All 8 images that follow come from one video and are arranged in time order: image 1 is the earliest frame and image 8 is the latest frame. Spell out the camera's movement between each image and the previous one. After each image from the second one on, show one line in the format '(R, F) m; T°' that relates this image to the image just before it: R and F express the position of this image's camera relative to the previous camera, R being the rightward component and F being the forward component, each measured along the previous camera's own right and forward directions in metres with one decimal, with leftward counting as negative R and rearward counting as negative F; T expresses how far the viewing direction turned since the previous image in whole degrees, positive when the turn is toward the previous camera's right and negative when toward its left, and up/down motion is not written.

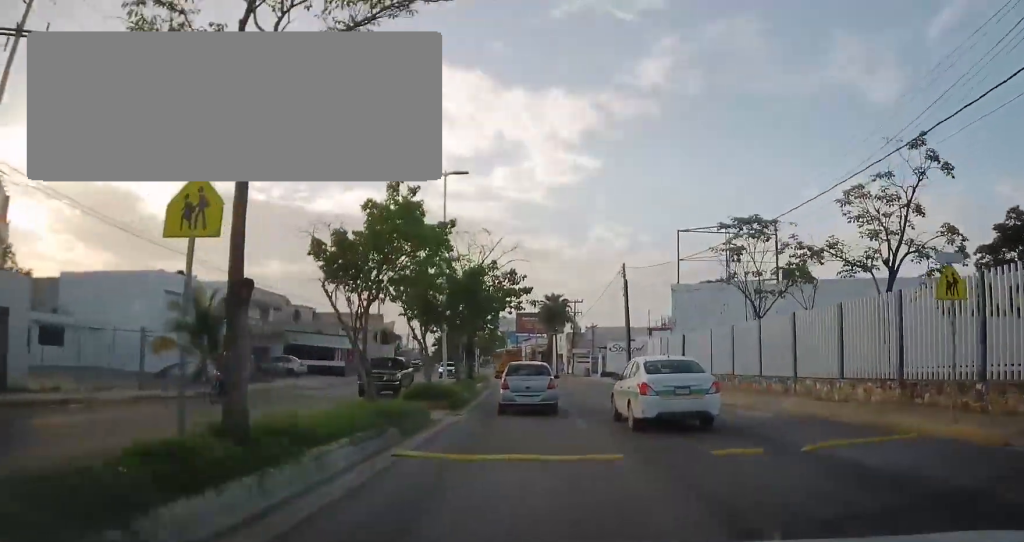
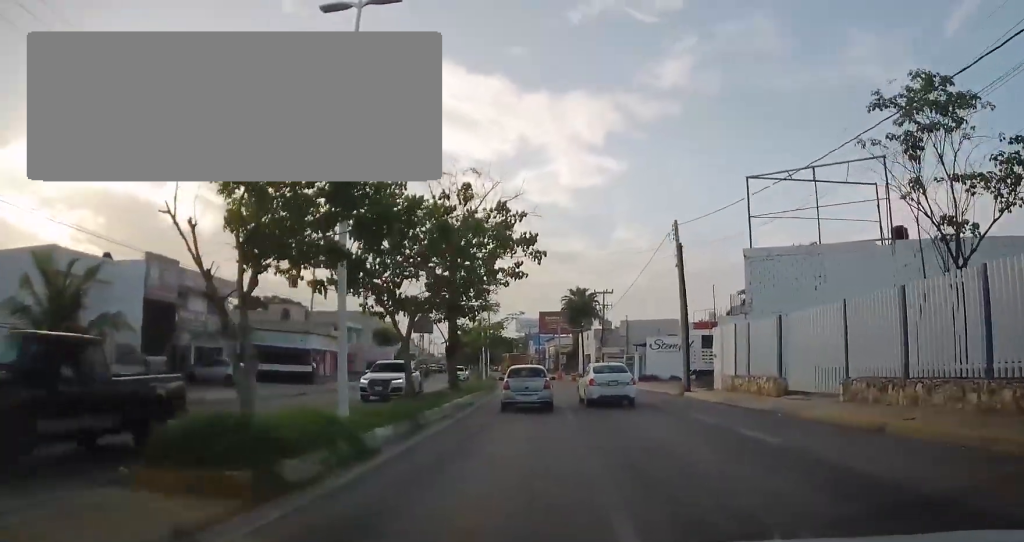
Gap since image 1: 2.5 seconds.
(0.0, +12.4) m; -4°
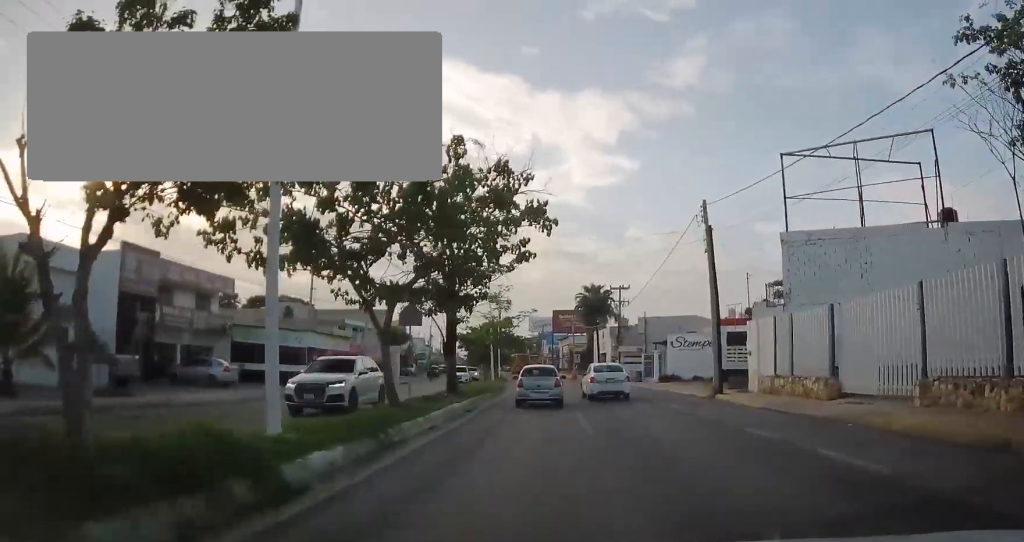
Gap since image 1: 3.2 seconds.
(-0.1, +2.9) m; -1°
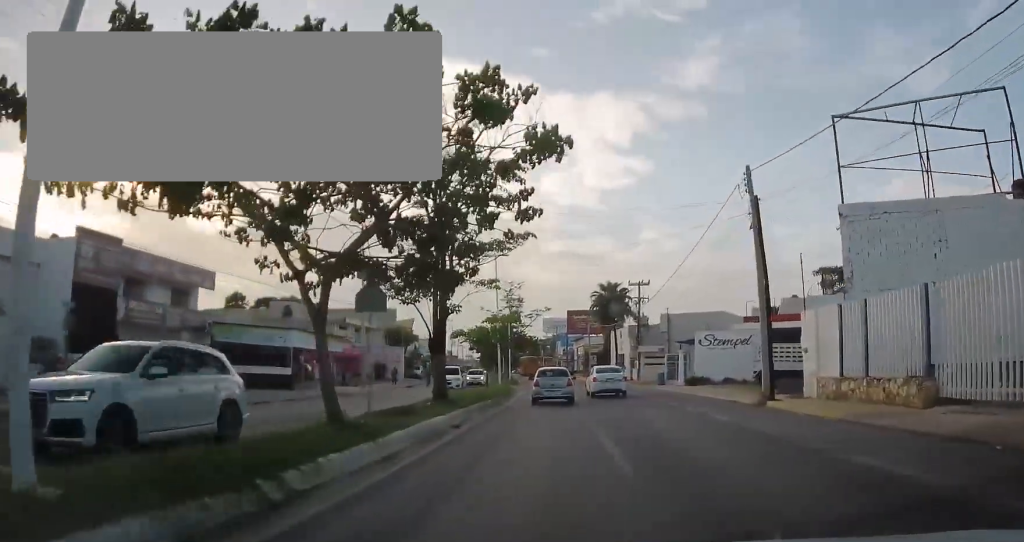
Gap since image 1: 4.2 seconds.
(0.0, +3.9) m; 0°
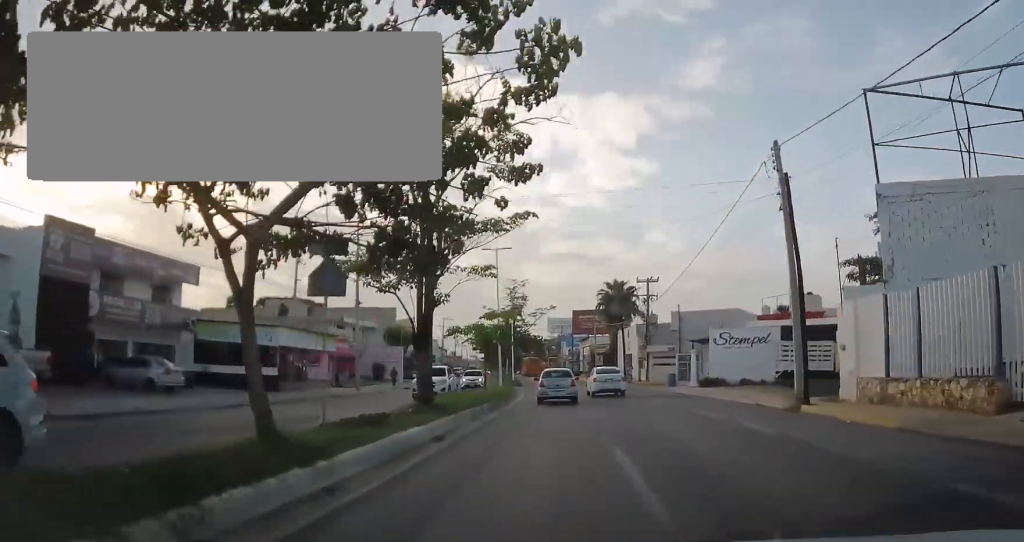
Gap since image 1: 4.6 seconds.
(0.0, +2.1) m; +1°
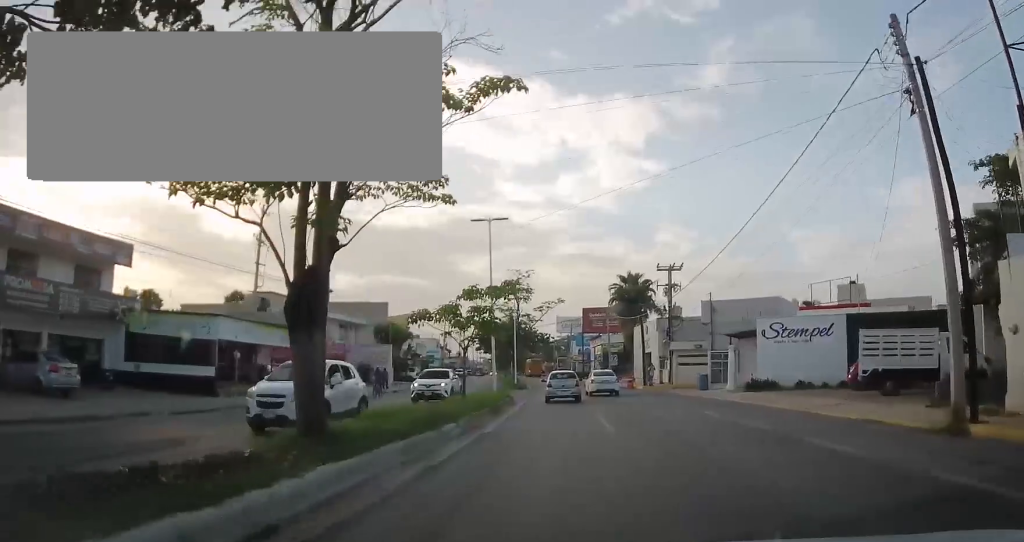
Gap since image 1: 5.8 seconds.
(+0.1, +6.2) m; +1°
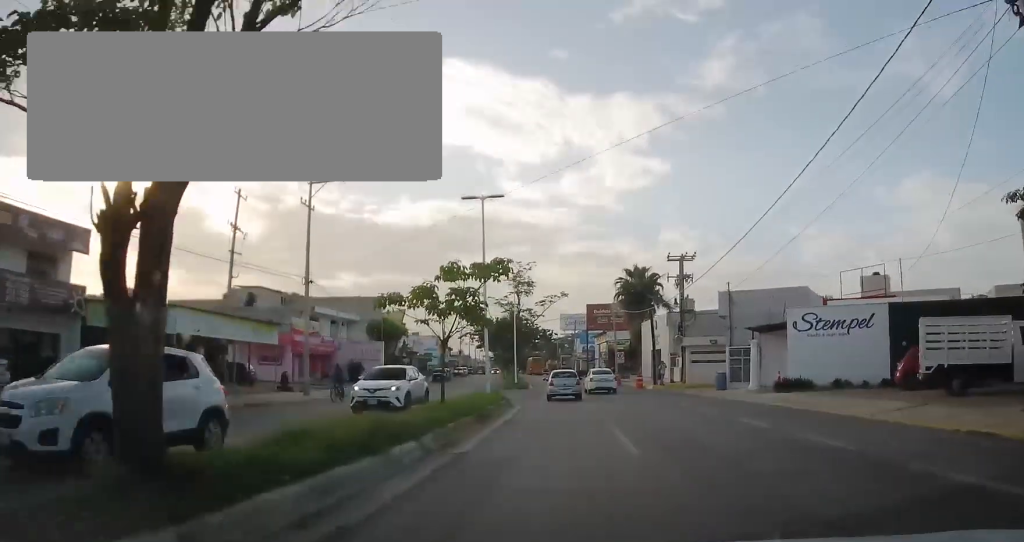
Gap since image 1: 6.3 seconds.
(+0.1, +3.0) m; -1°
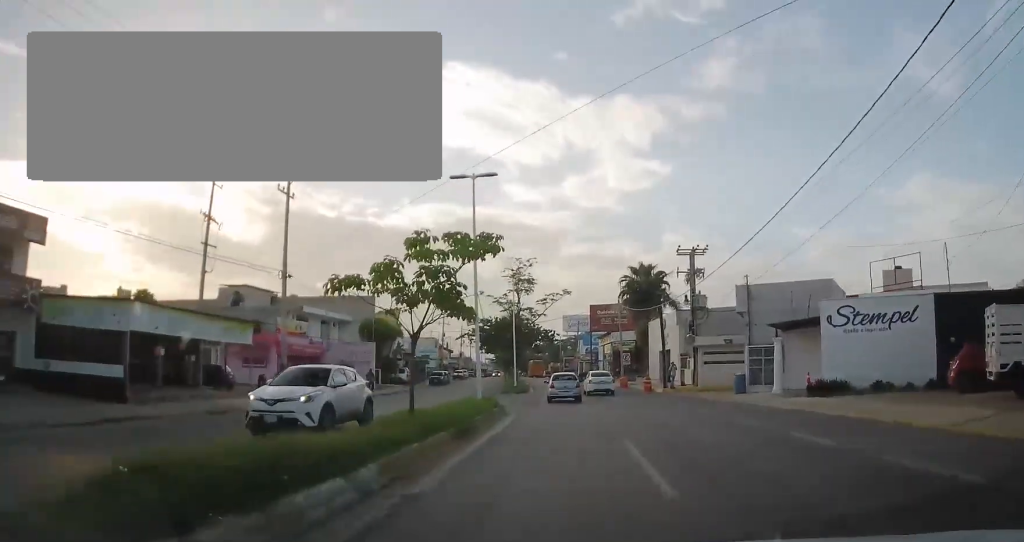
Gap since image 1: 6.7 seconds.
(0.0, +2.8) m; -1°
